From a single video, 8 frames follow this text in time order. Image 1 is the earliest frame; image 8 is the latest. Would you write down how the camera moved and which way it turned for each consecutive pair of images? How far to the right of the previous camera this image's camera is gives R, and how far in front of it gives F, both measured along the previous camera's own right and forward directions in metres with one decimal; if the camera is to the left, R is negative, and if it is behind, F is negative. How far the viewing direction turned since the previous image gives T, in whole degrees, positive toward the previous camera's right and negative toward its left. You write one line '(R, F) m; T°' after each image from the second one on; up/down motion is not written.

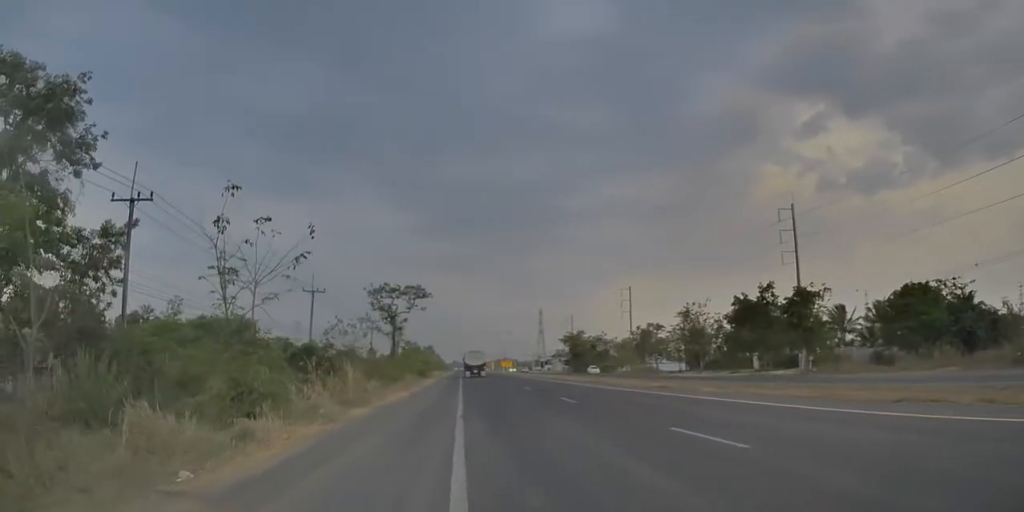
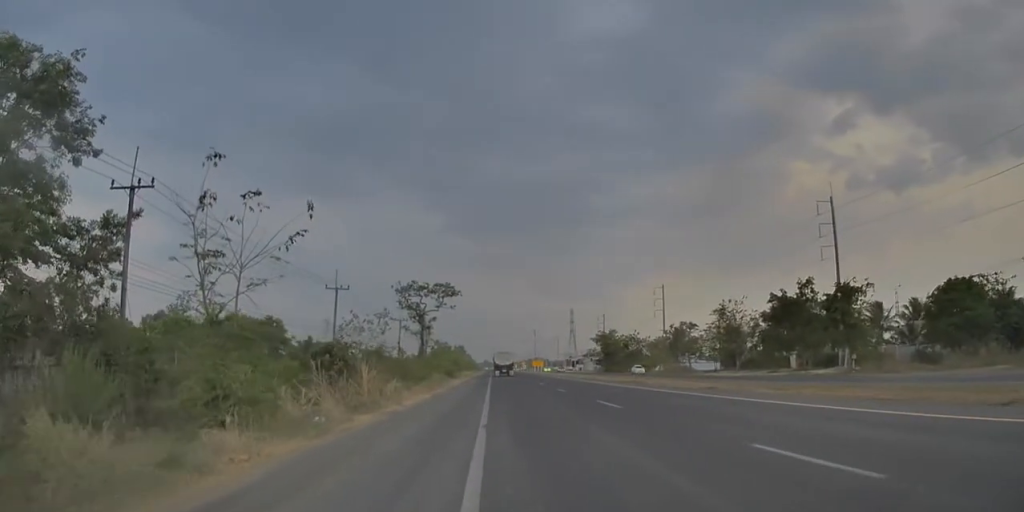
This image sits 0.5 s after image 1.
(0.0, +2.3) m; +1°
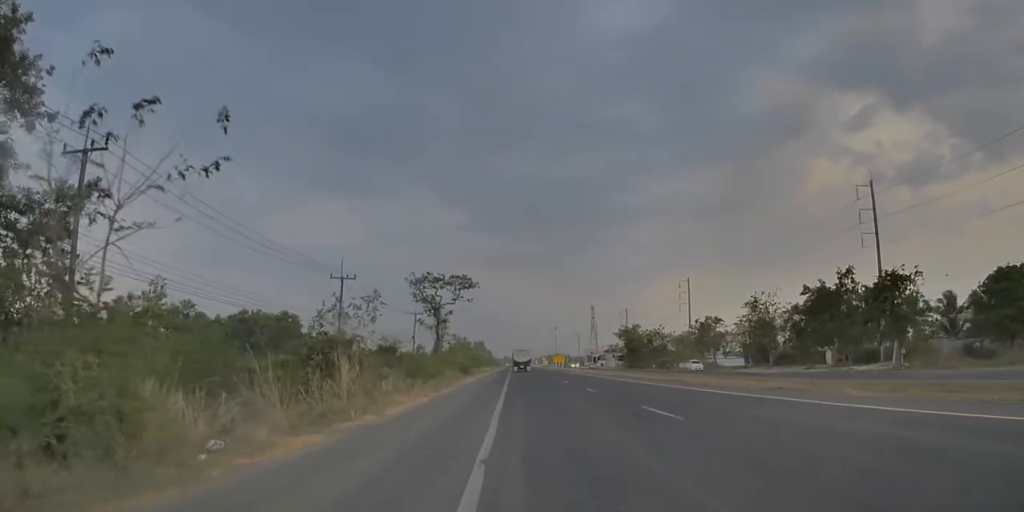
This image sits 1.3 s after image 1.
(+0.1, +4.9) m; -2°
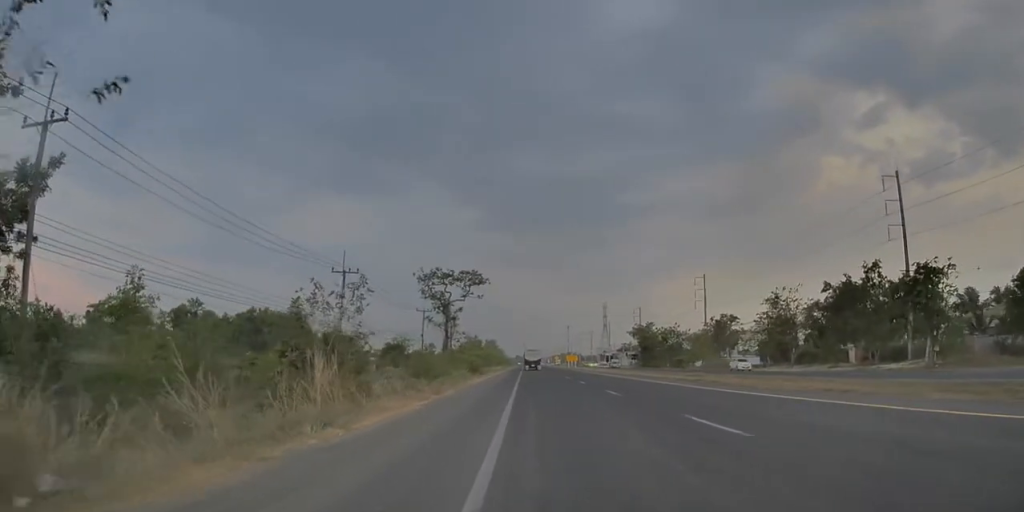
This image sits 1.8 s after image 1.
(-0.1, +3.7) m; -2°
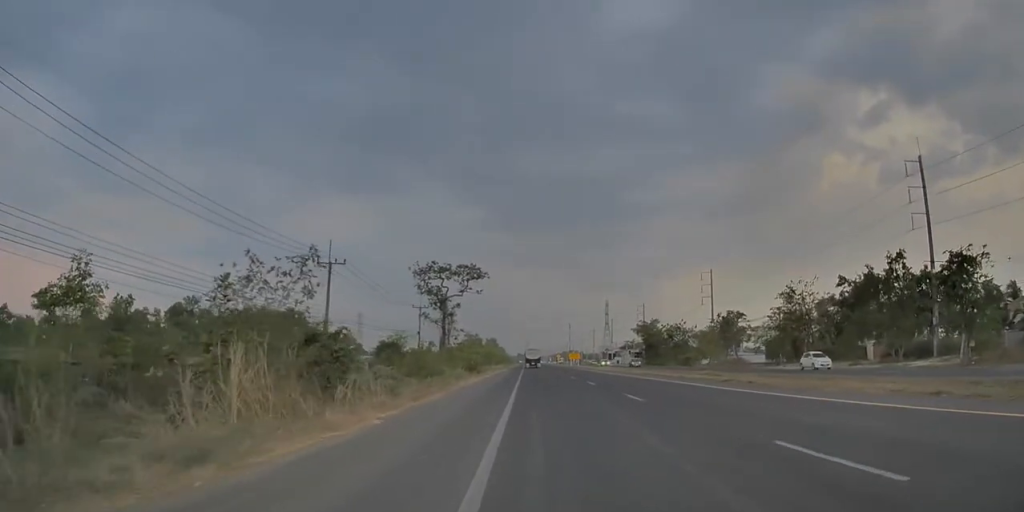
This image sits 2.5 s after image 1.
(-0.2, +5.4) m; -2°
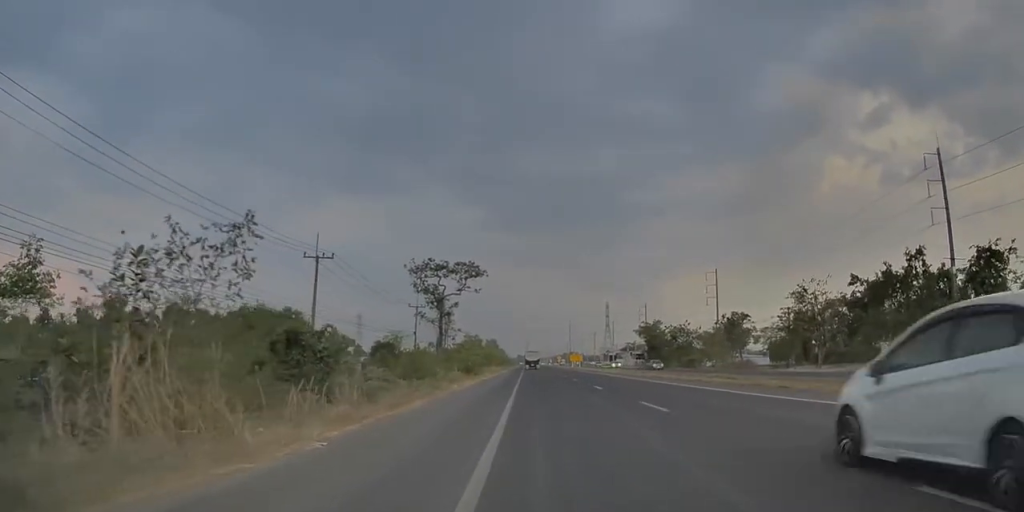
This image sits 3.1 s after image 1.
(0.0, +5.5) m; +1°
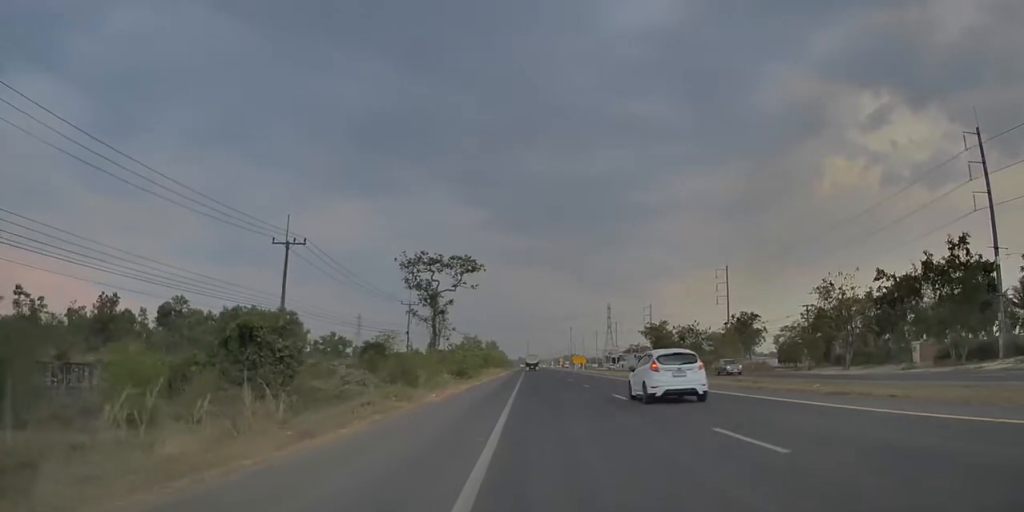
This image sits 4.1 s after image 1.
(+0.2, +11.6) m; +1°
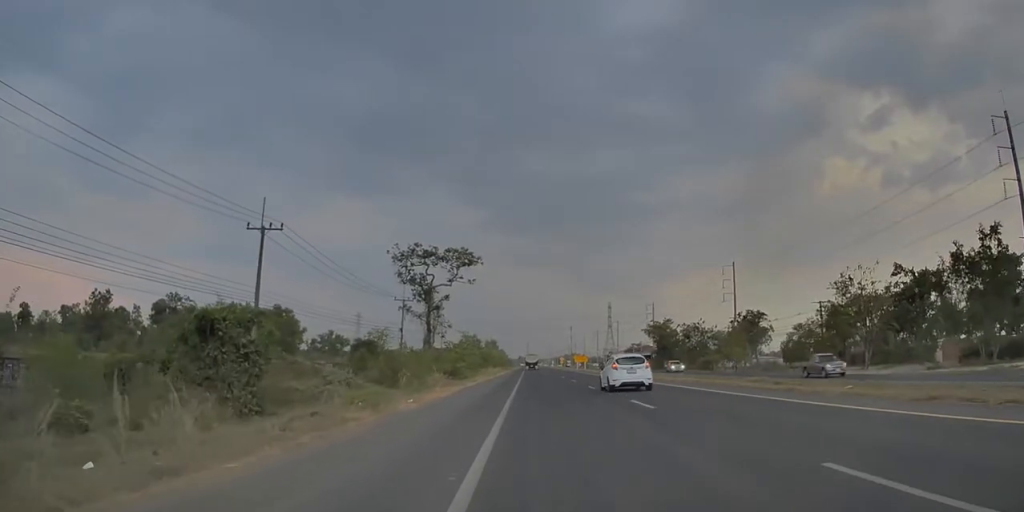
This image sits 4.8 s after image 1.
(0.0, +6.9) m; 0°
